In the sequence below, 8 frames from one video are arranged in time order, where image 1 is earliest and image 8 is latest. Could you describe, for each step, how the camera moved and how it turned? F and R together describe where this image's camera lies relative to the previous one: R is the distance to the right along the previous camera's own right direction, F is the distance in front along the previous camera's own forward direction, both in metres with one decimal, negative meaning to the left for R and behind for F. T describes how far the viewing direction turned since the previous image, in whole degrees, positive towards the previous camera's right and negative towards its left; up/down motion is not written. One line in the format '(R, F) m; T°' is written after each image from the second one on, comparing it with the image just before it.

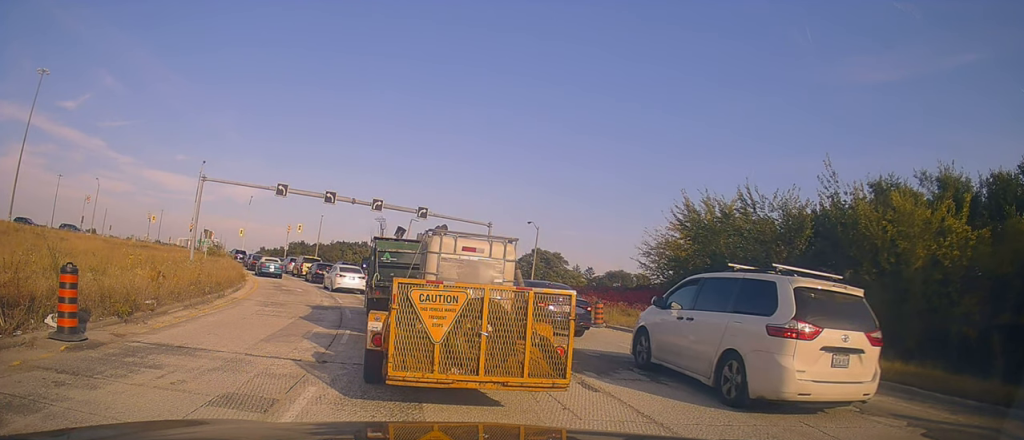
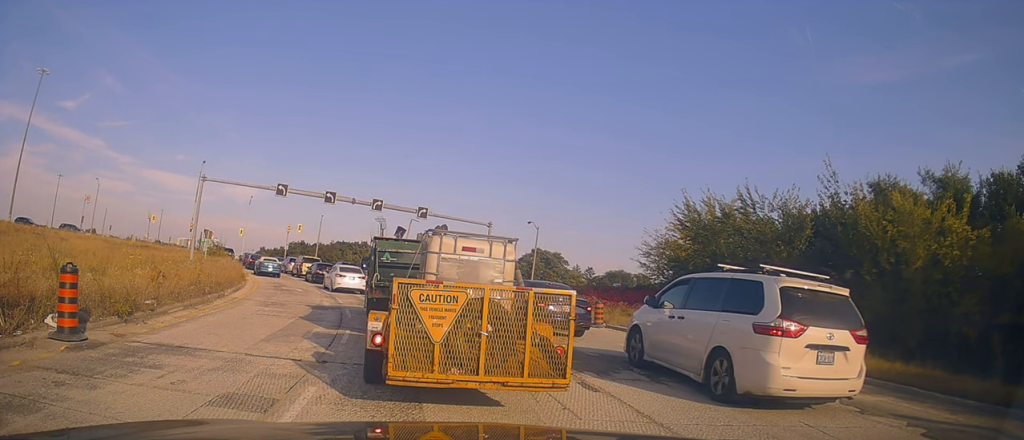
(0.0, 0.0) m; 0°
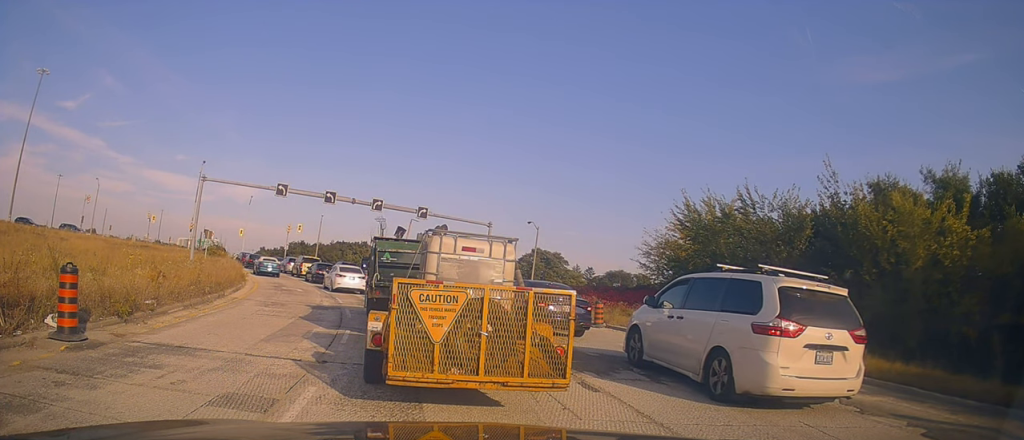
(0.0, 0.0) m; 0°
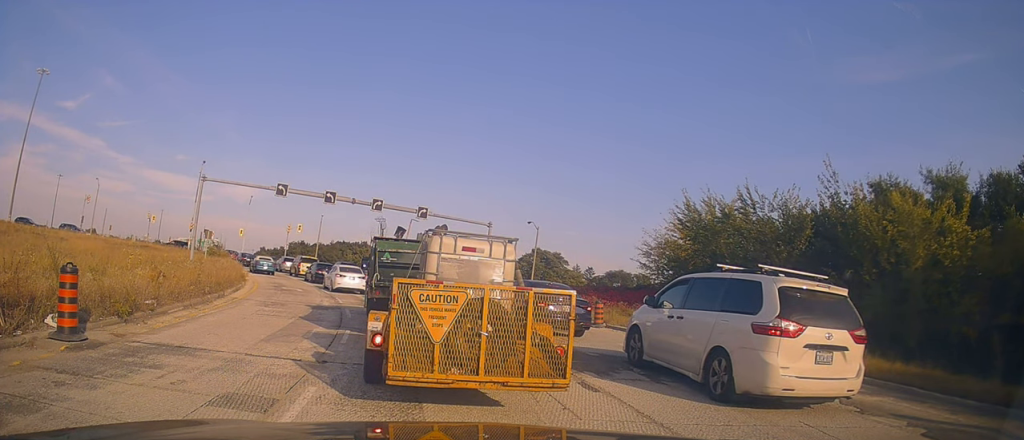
(0.0, 0.0) m; 0°
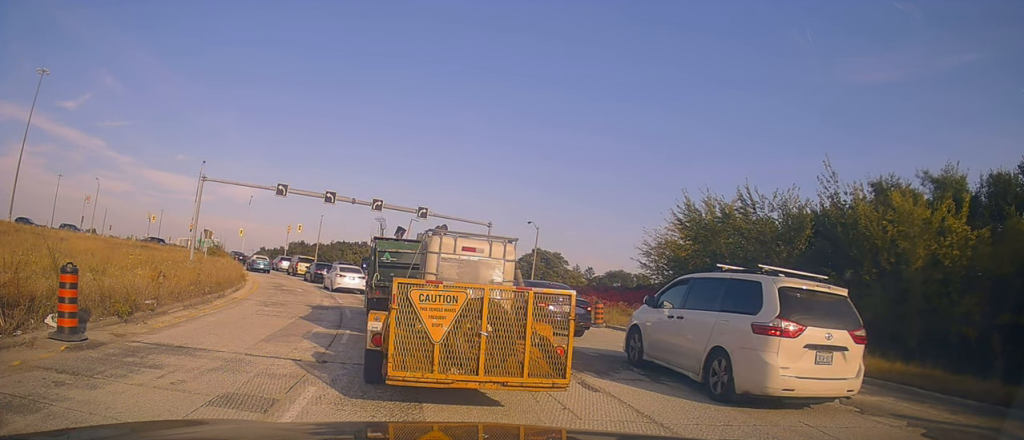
(0.0, 0.0) m; 0°
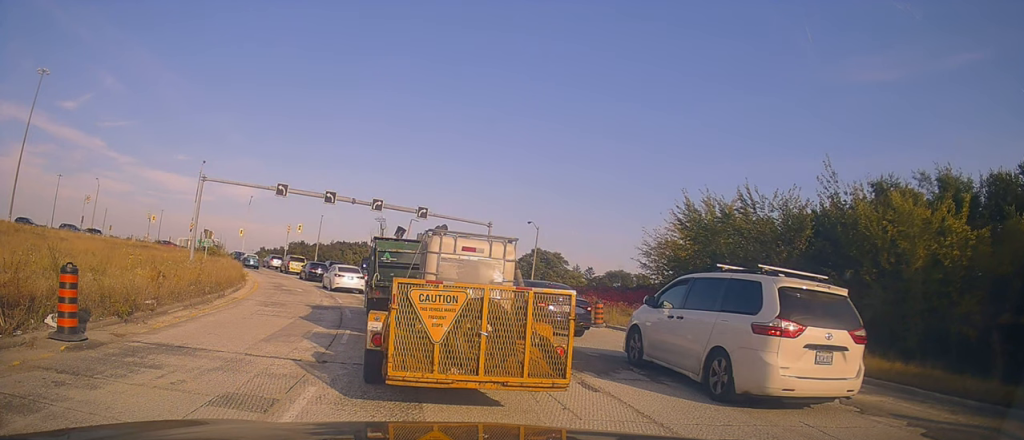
(0.0, 0.0) m; 0°
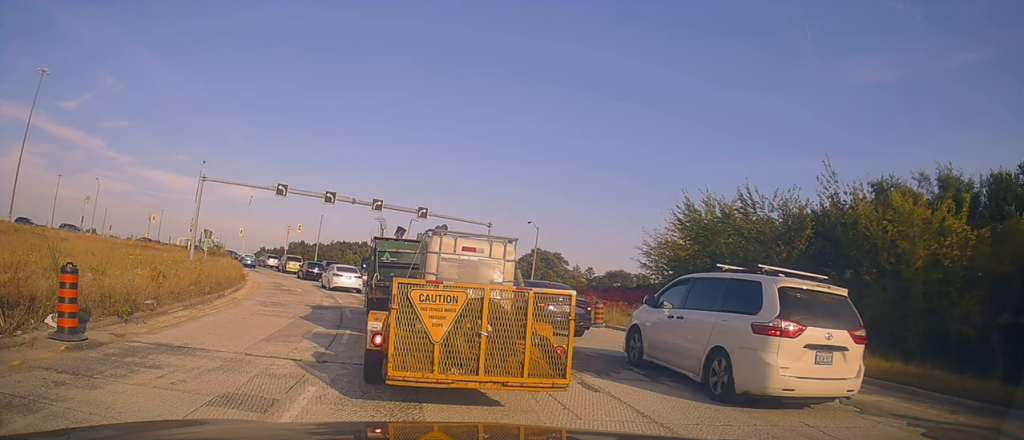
(0.0, 0.0) m; 0°
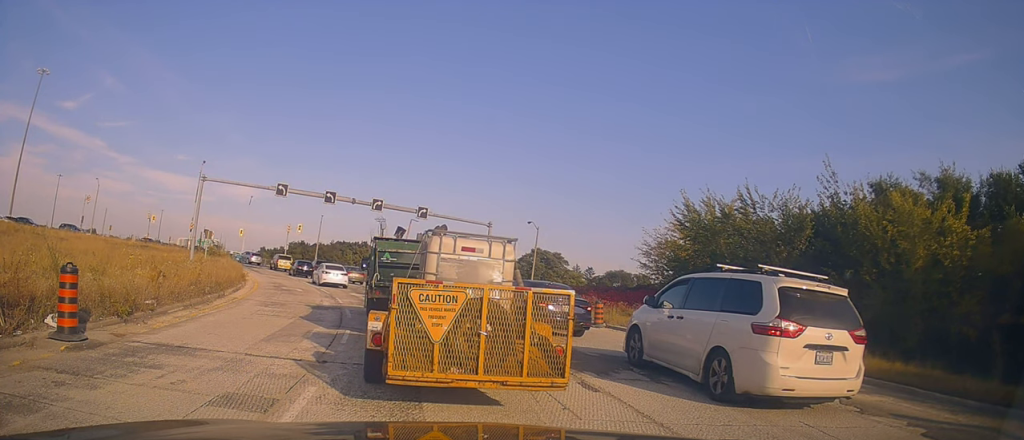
(0.0, 0.0) m; 0°
